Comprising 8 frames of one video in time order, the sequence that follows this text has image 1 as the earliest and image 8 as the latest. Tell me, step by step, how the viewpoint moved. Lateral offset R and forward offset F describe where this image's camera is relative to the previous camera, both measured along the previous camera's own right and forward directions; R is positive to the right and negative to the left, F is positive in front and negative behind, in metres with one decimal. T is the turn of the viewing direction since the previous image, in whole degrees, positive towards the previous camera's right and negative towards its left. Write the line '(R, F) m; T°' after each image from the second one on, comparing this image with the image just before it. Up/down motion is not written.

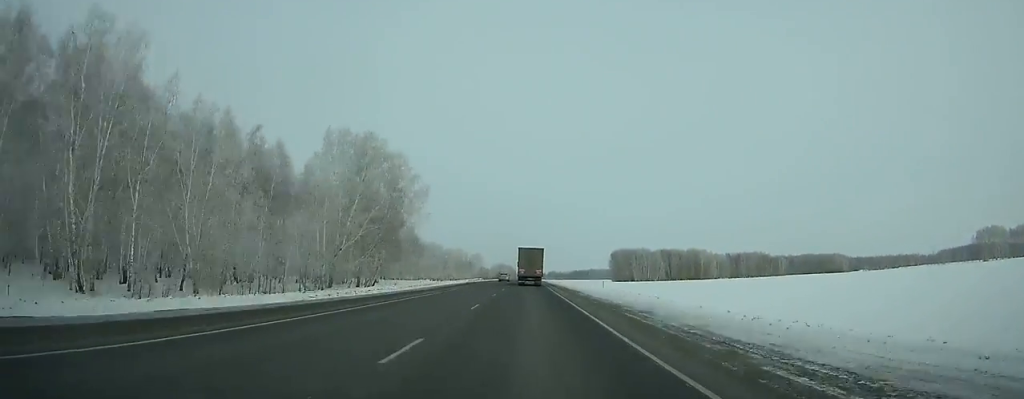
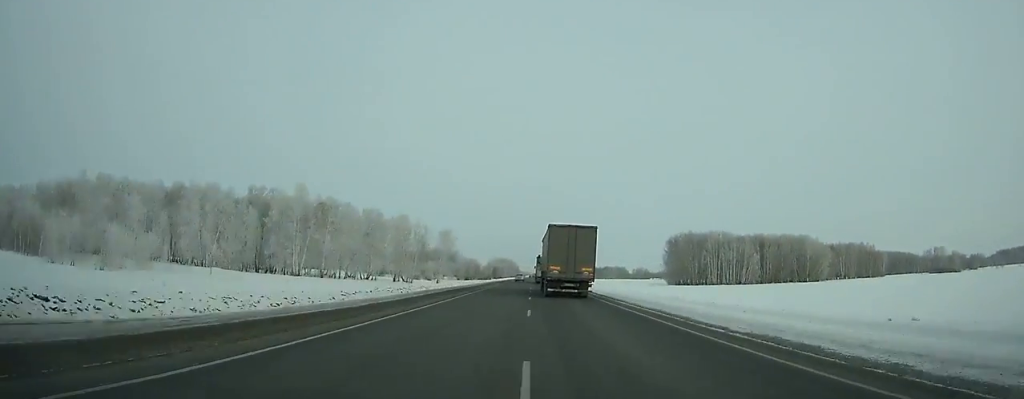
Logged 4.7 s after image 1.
(-0.5, +128.6) m; +1°
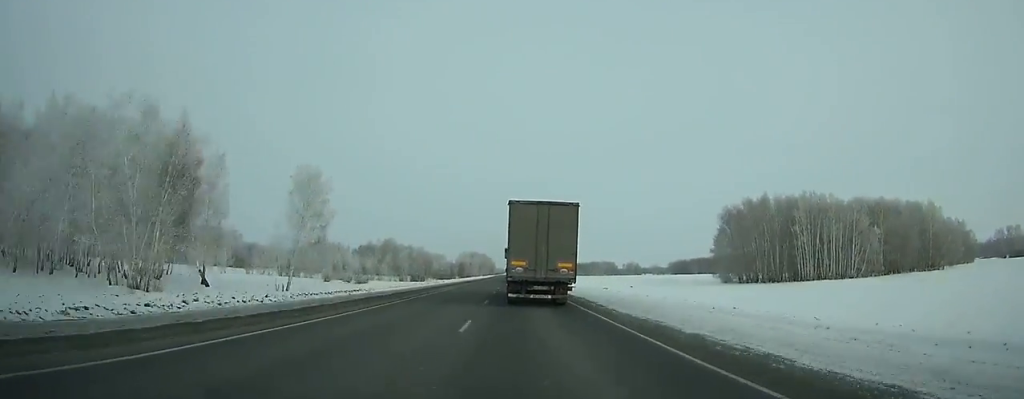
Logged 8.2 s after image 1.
(+1.6, +86.8) m; +1°
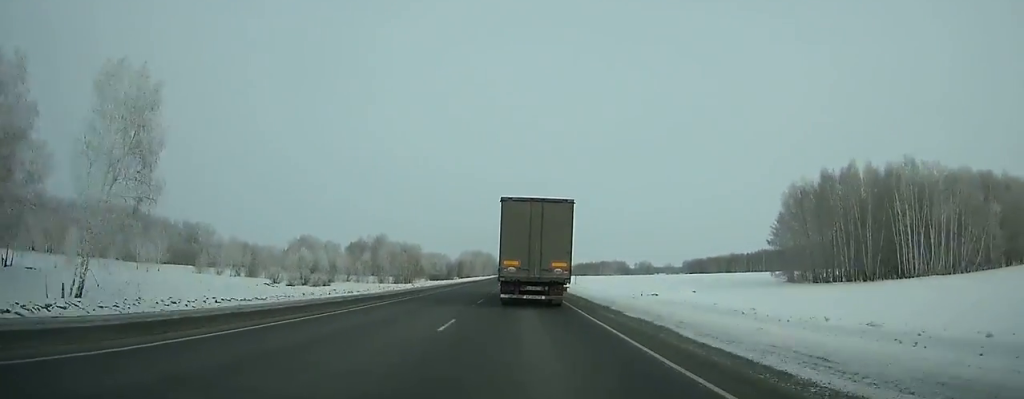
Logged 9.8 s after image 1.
(+0.1, +37.7) m; 0°
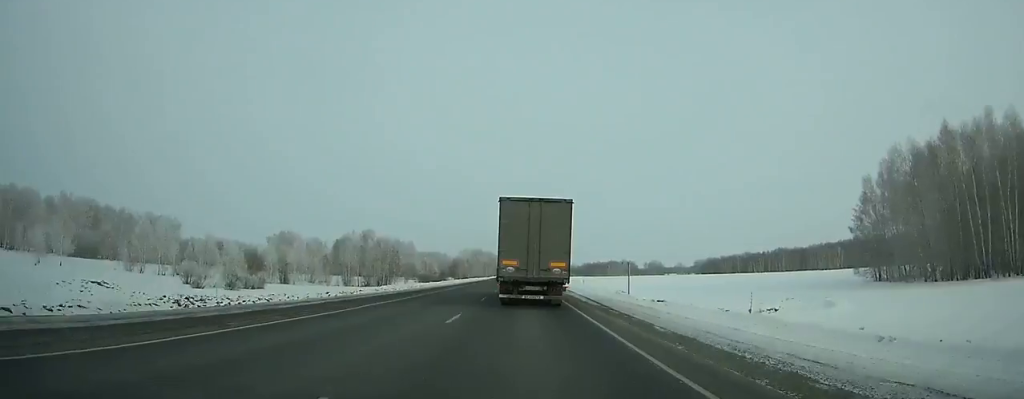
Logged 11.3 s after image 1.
(-0.1, +34.7) m; 0°
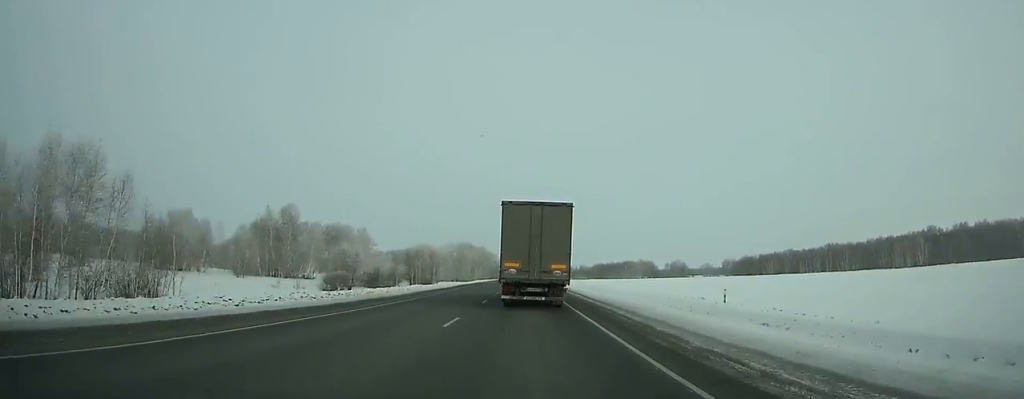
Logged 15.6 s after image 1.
(-0.7, +97.5) m; -1°
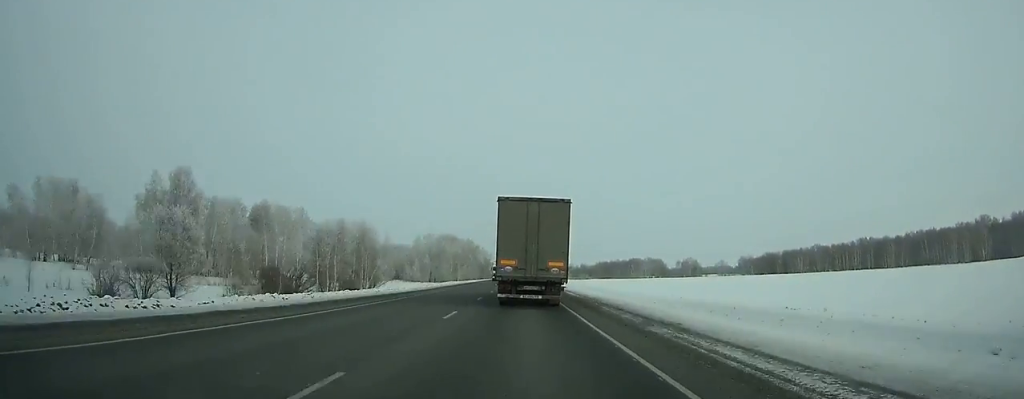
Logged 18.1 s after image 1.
(-0.1, +56.8) m; 0°
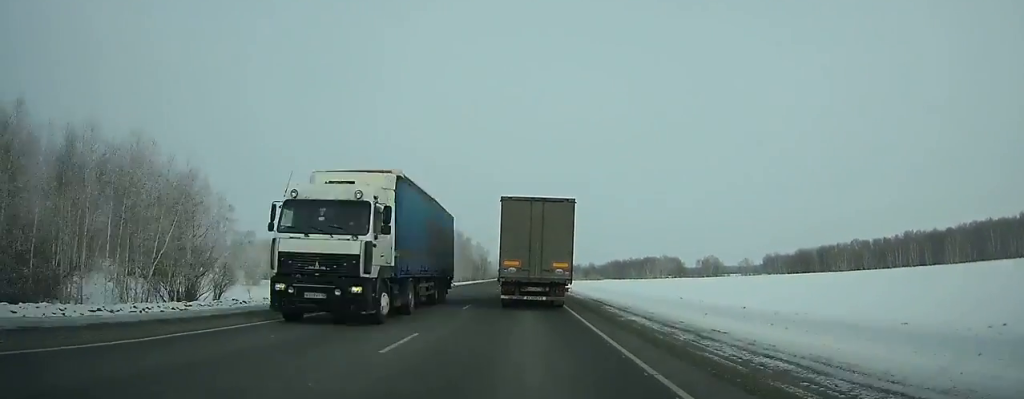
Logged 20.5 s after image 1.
(-0.1, +54.6) m; 0°
